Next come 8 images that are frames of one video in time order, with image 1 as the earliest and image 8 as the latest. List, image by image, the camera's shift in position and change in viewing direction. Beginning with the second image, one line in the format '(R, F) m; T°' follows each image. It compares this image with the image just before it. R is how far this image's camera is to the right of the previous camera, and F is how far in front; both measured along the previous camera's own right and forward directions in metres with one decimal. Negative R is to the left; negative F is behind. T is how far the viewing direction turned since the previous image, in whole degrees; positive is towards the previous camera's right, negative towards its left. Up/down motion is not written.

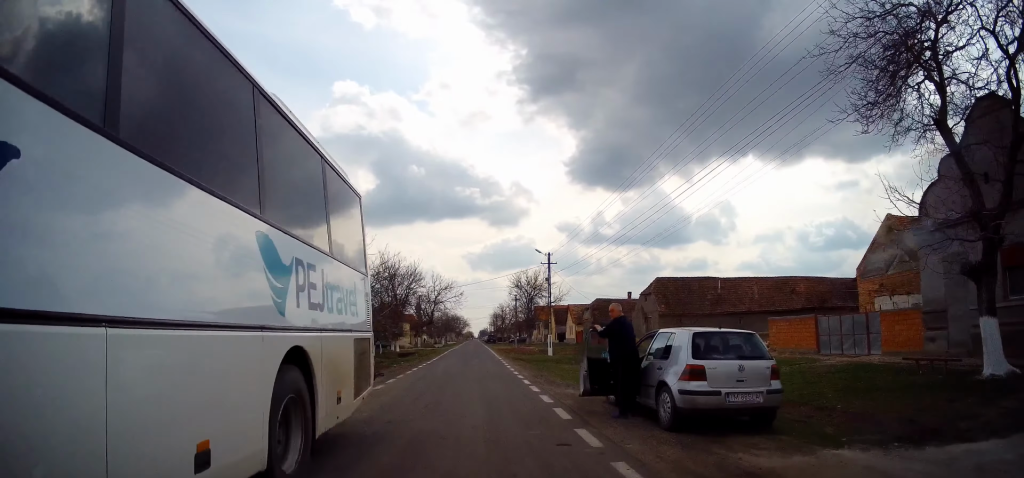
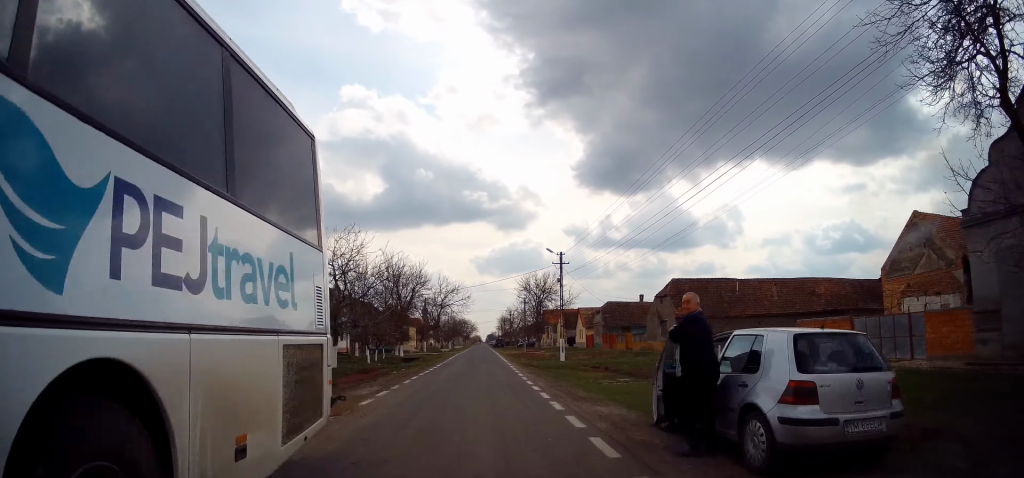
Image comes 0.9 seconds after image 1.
(-0.1, +3.2) m; -2°
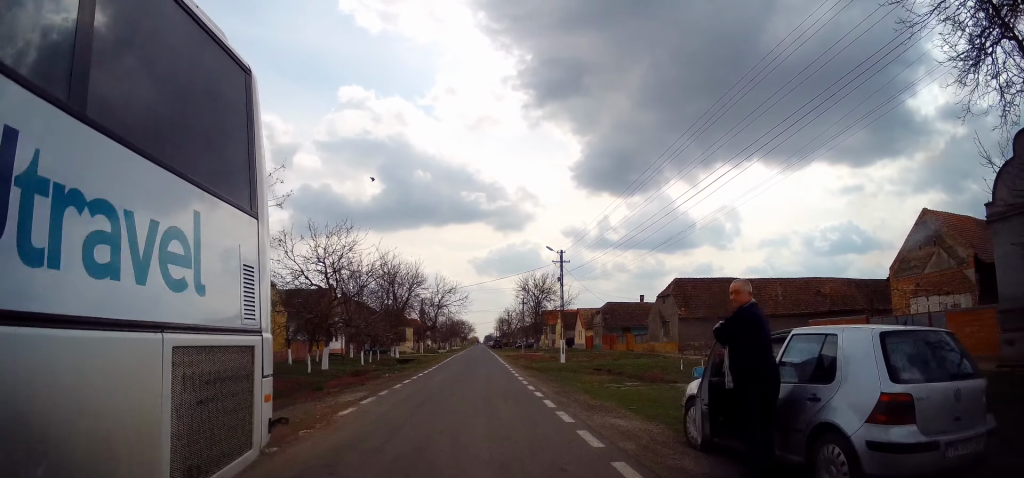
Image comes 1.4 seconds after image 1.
(0.0, +1.7) m; 0°
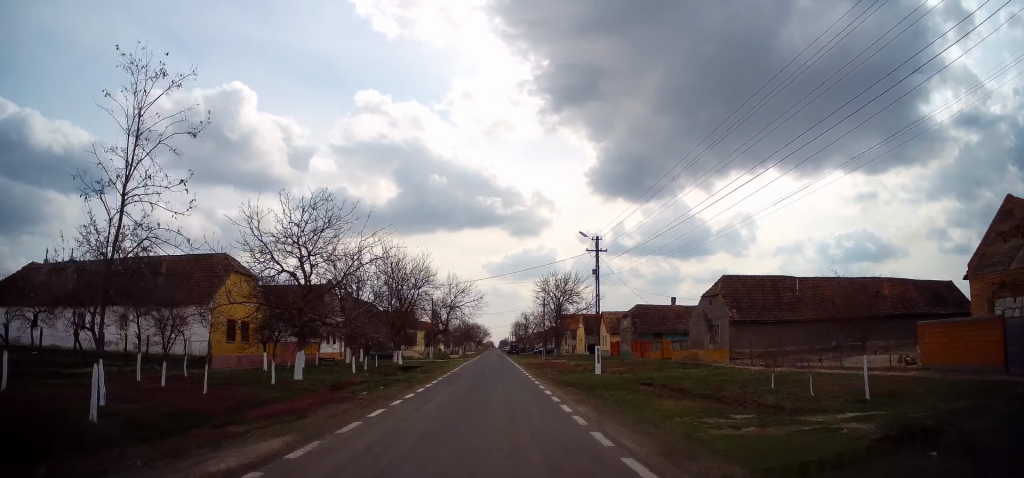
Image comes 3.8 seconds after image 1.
(0.0, +7.5) m; 0°
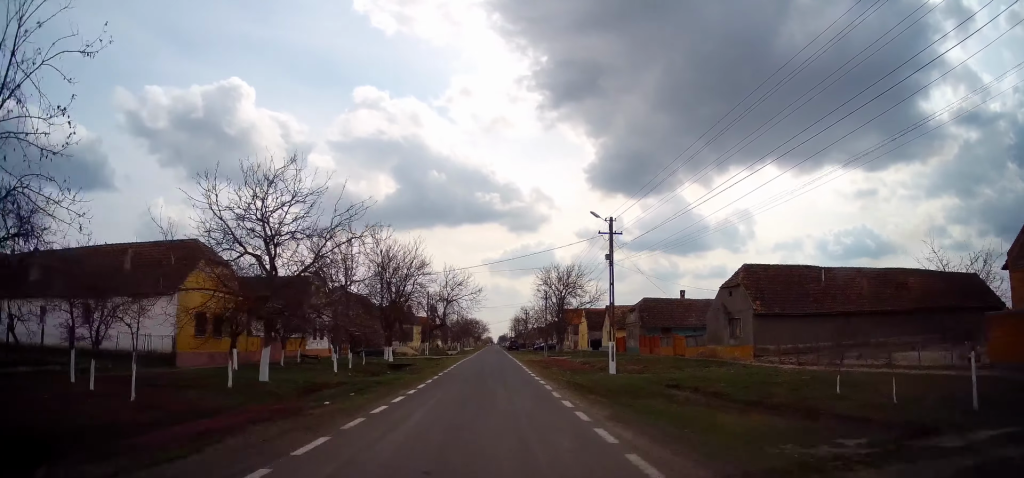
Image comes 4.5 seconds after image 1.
(0.0, +3.4) m; 0°
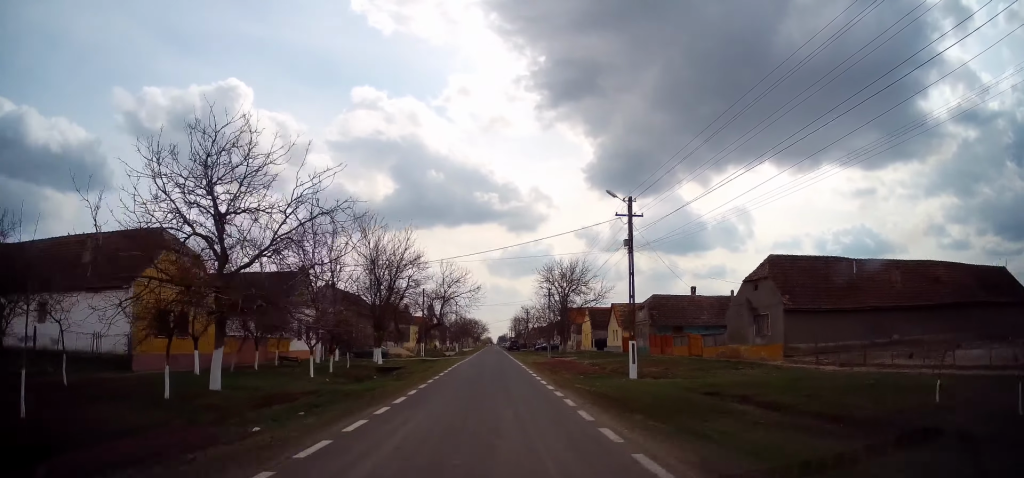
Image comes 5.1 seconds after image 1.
(0.0, +3.4) m; 0°
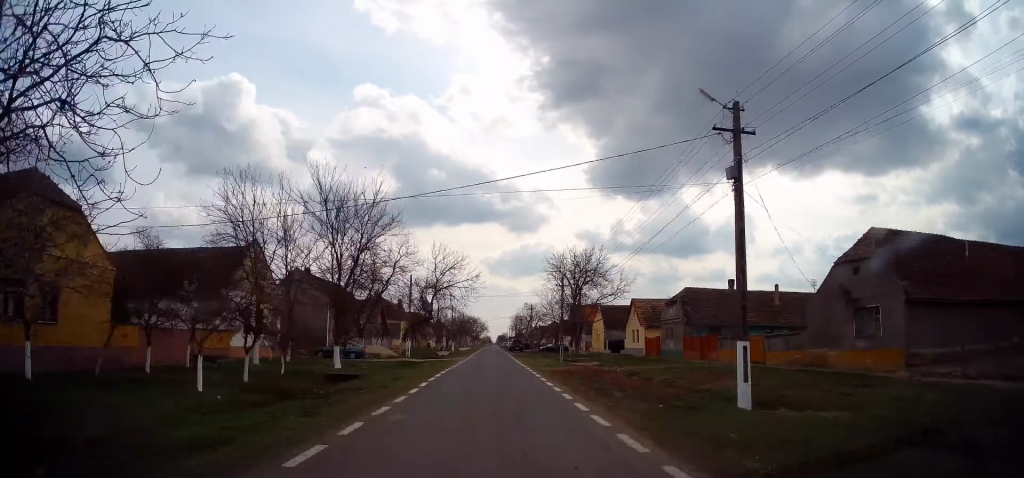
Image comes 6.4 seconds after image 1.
(0.0, +8.8) m; 0°
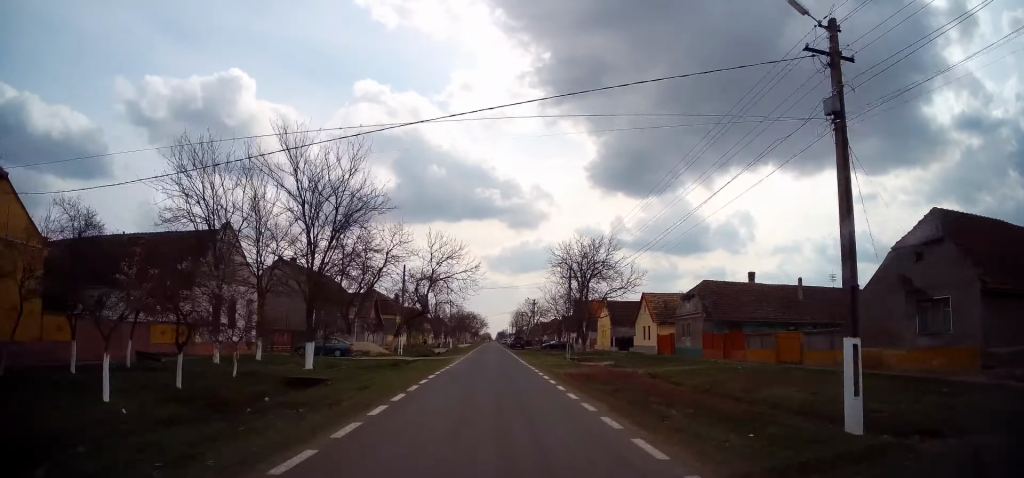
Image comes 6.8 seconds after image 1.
(0.0, +4.1) m; 0°
